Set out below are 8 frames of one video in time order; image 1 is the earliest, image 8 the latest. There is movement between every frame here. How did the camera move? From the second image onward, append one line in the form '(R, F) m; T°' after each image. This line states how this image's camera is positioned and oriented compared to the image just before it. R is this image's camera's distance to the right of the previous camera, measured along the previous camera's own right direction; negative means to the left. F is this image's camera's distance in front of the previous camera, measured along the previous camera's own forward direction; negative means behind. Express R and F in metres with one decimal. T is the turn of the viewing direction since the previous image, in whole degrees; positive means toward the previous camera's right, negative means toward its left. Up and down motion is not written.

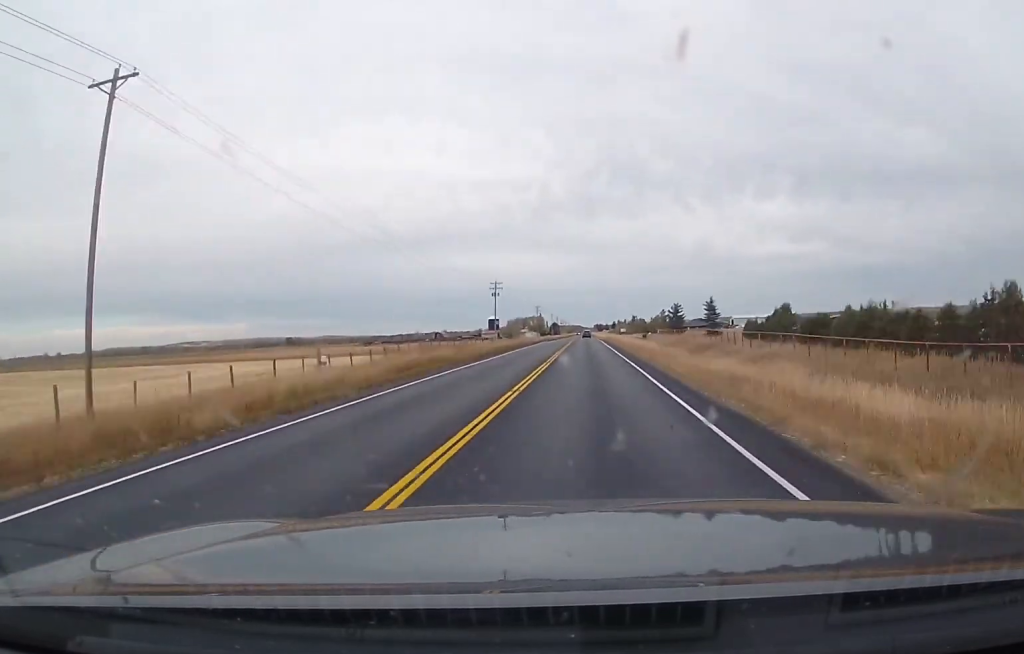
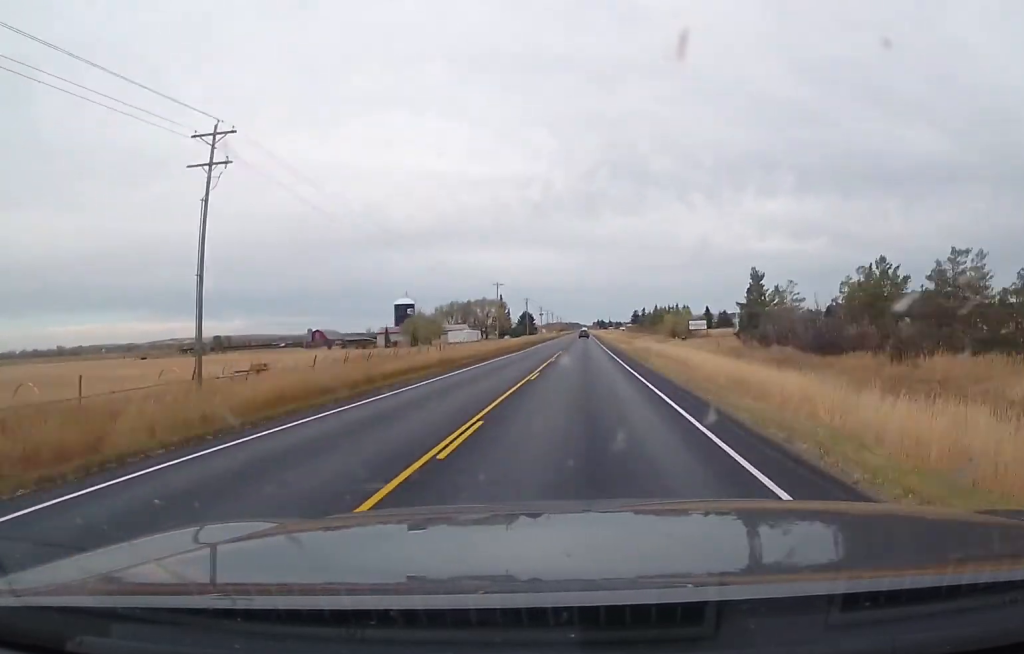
(+0.1, +201.0) m; 0°
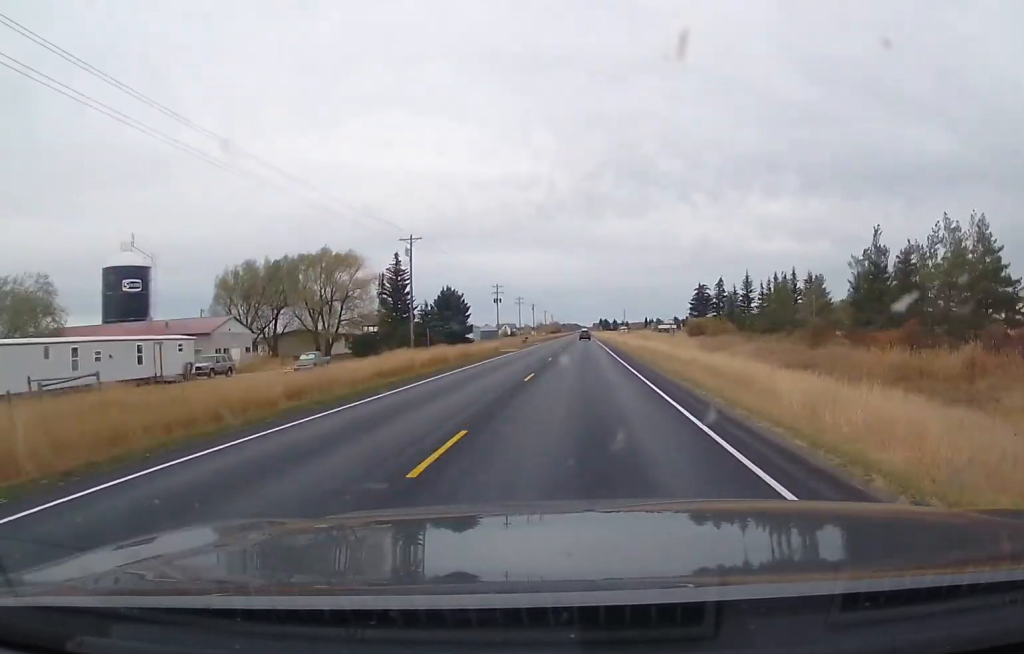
(-0.4, +137.8) m; 0°
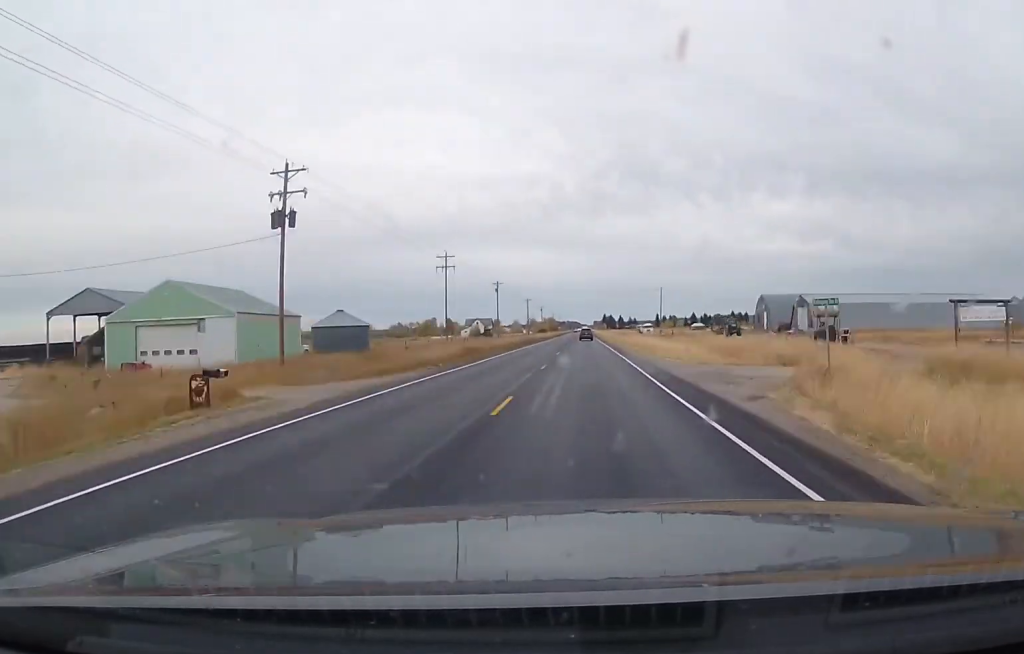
(+0.1, +93.8) m; 0°
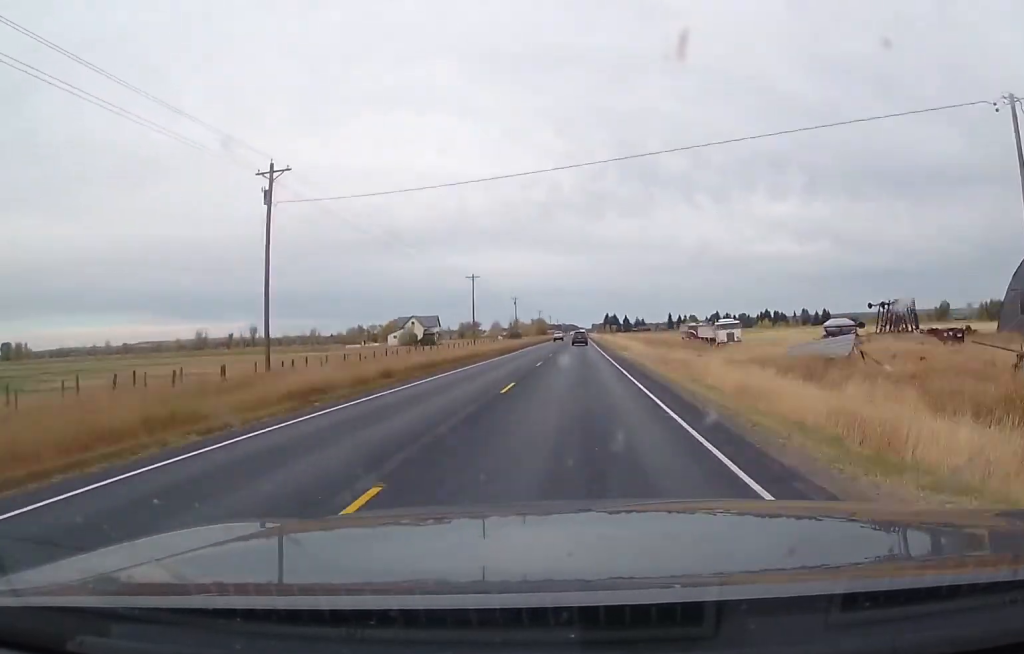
(0.0, +93.8) m; 0°
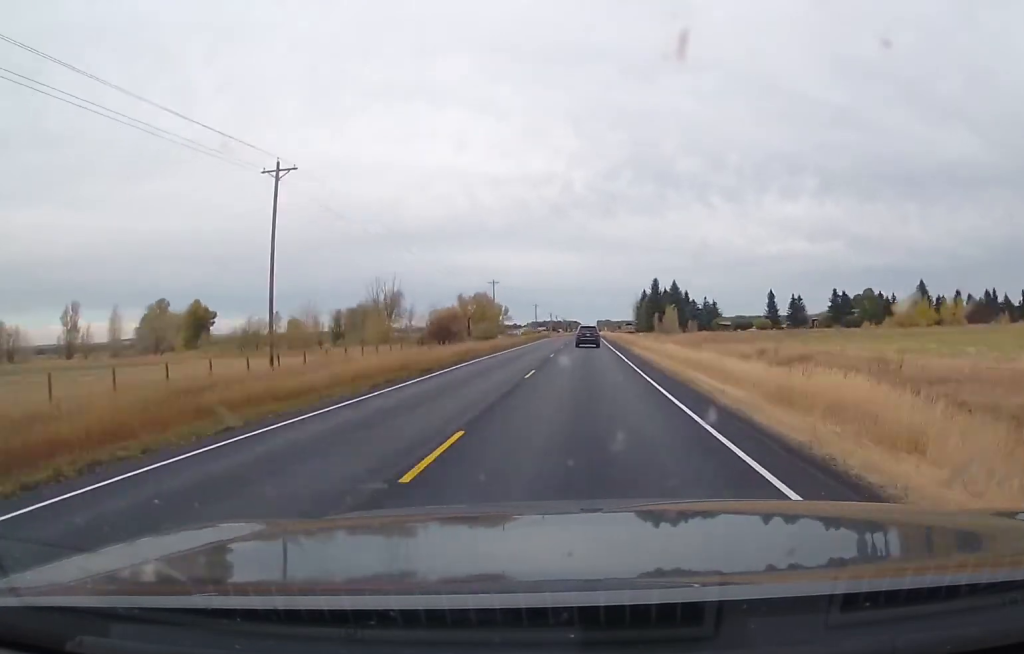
(+0.3, +248.1) m; 0°
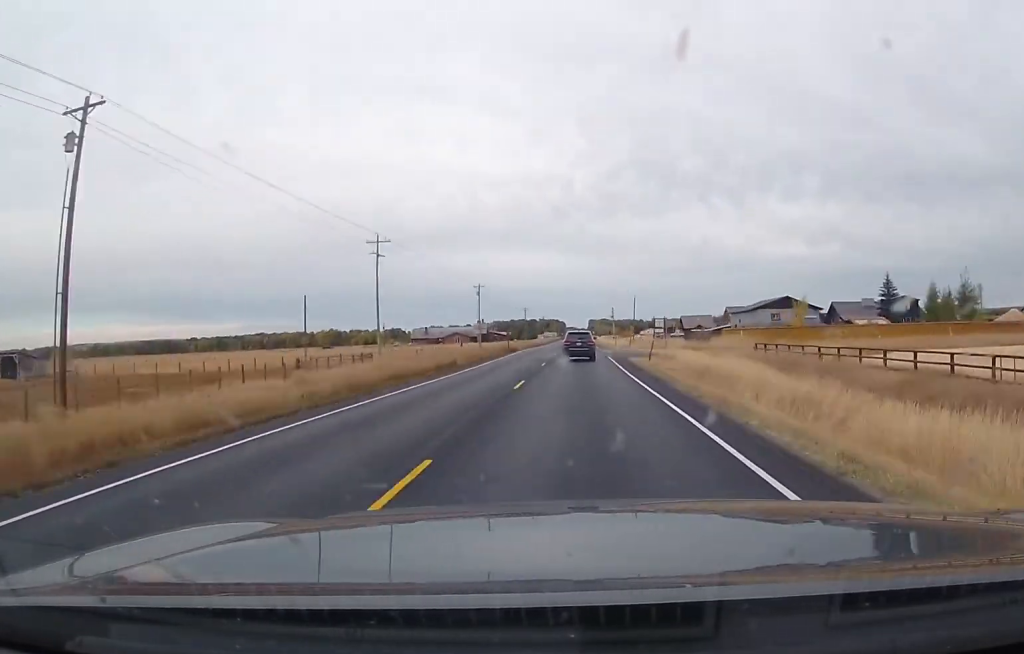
(+0.5, +465.5) m; 0°
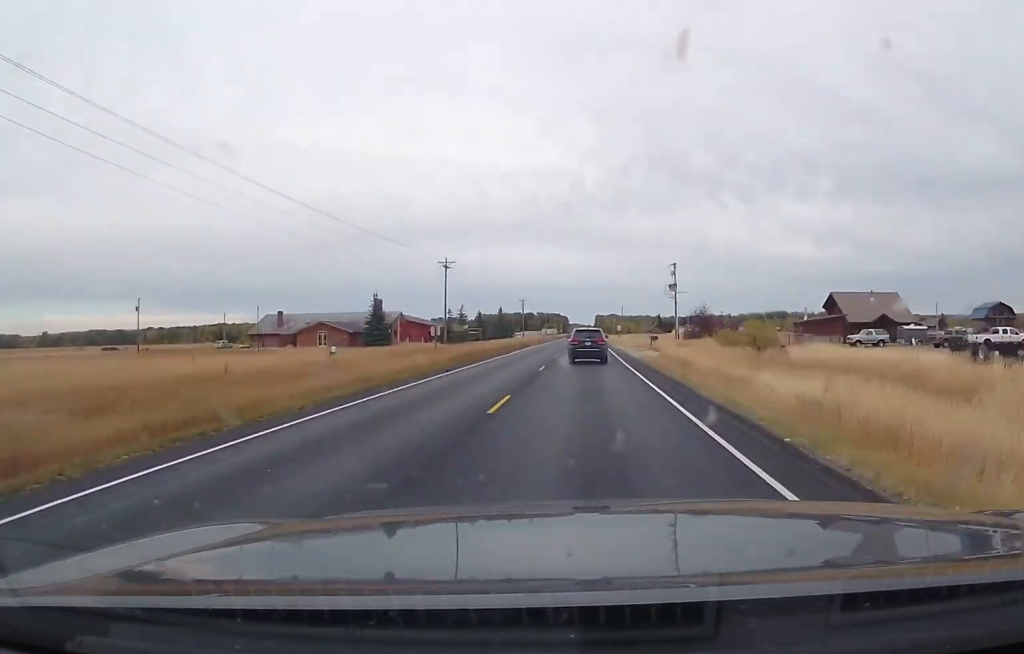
(-0.1, +141.1) m; 0°
